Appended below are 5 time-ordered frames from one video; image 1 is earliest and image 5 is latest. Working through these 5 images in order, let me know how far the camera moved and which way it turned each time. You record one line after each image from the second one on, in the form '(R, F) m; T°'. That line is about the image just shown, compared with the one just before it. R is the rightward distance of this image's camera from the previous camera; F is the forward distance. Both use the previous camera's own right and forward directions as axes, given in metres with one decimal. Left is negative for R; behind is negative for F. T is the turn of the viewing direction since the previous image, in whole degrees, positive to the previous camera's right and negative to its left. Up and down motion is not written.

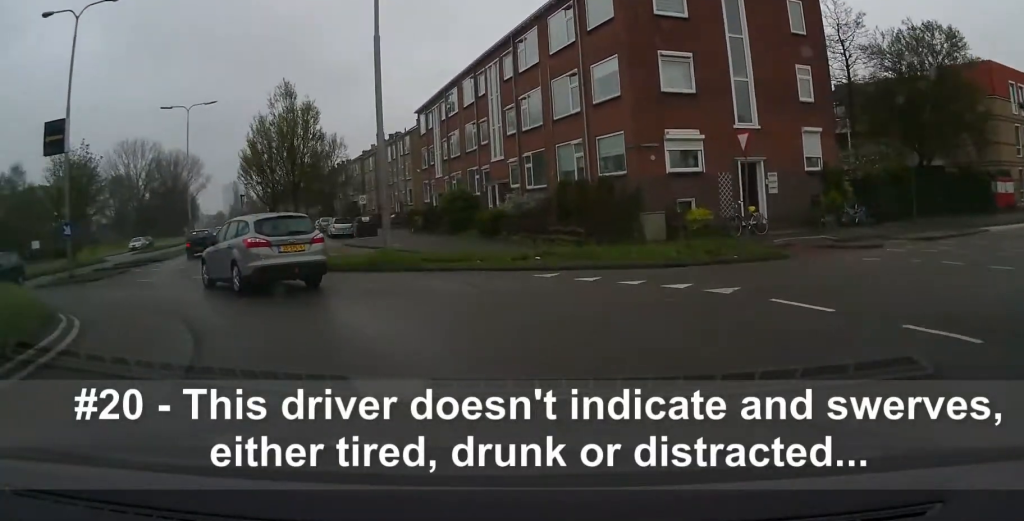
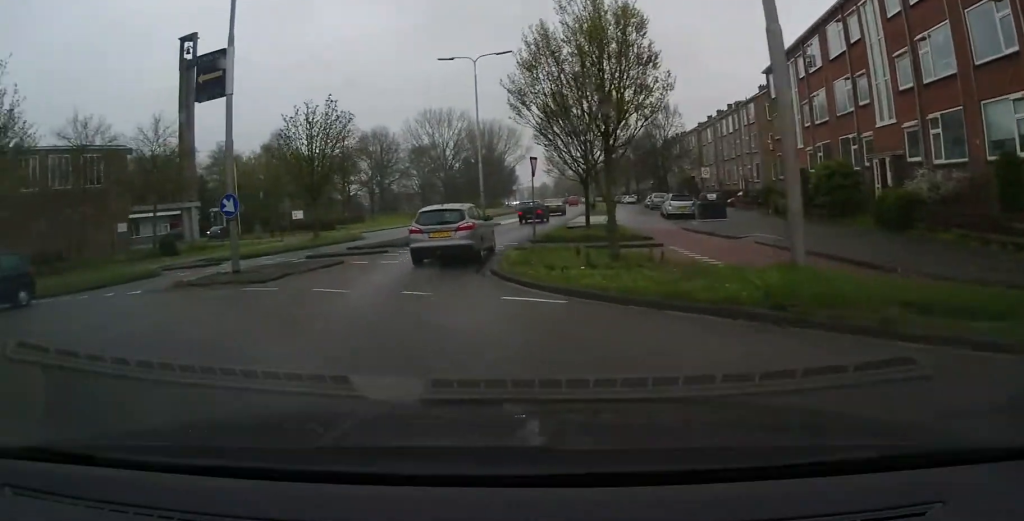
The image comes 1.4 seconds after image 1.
(-0.7, +8.7) m; -13°
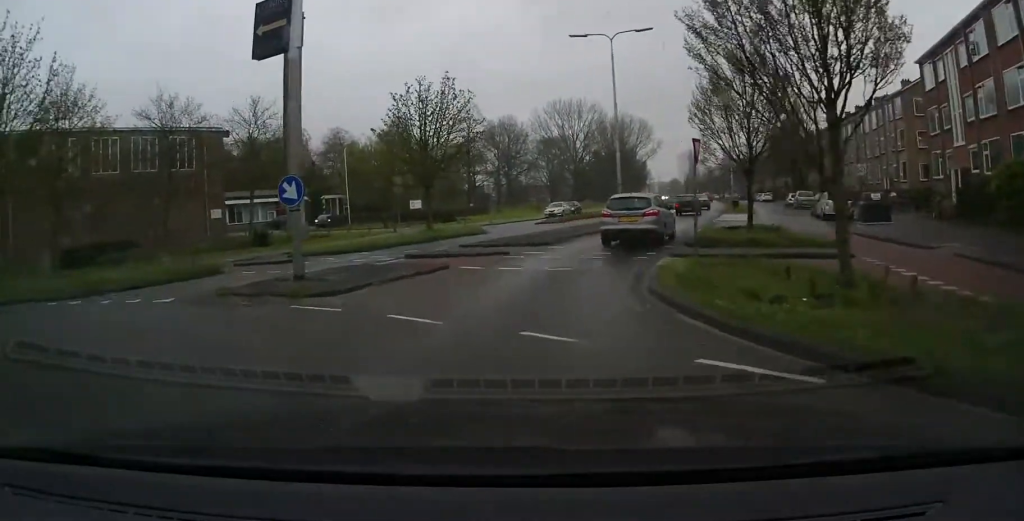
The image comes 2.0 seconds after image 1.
(-0.5, +4.3) m; -6°
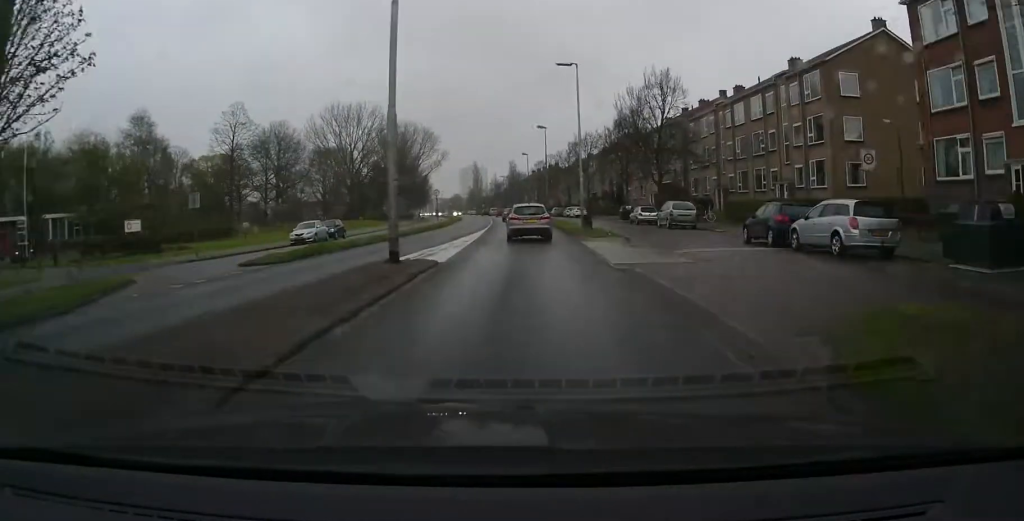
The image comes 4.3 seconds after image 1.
(-1.1, +19.6) m; -2°
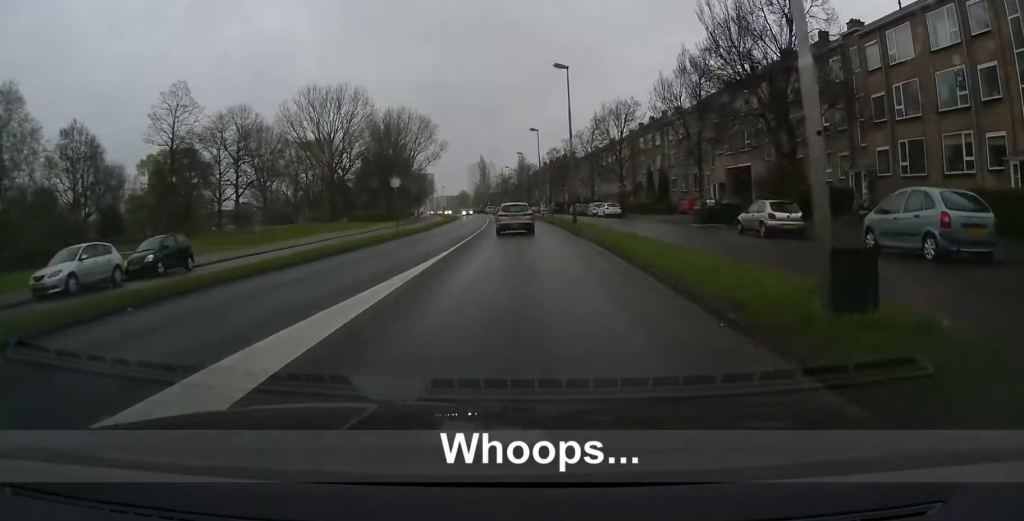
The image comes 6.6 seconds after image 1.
(+2.0, +23.9) m; +7°
